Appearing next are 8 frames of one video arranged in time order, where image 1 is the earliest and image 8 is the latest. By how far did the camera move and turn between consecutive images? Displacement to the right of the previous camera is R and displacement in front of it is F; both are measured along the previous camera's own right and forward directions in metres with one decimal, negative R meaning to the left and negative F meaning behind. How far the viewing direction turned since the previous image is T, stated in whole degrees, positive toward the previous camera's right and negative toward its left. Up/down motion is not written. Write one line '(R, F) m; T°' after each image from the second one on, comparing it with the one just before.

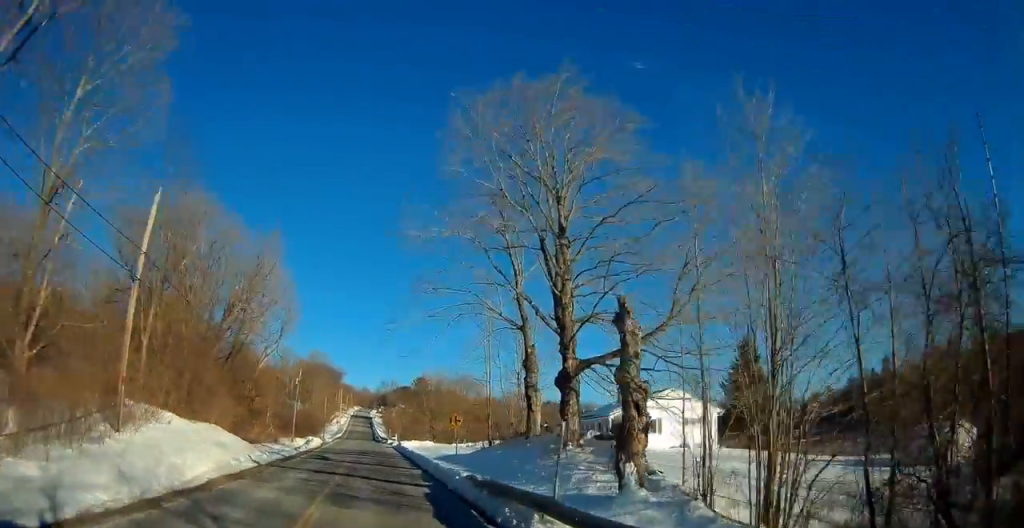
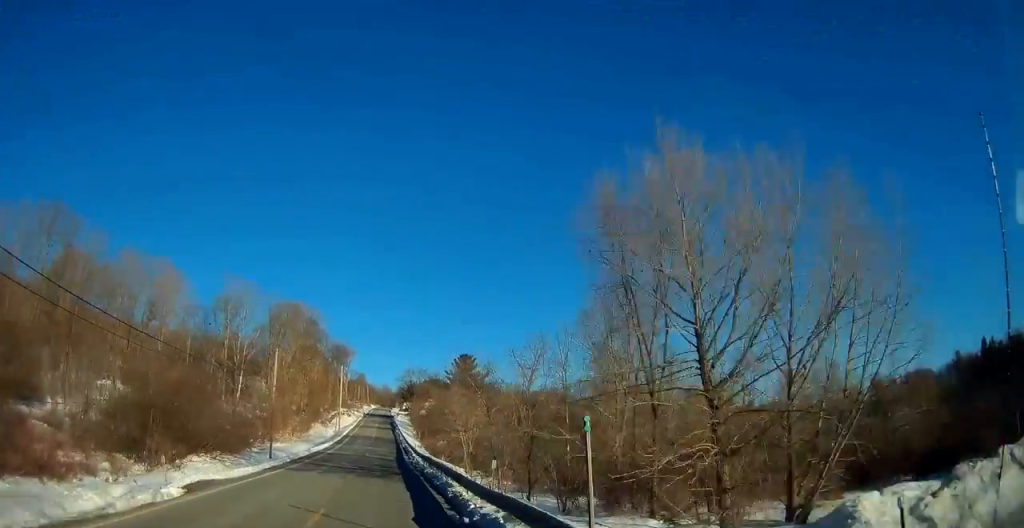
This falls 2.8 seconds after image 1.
(-1.5, +69.2) m; -4°
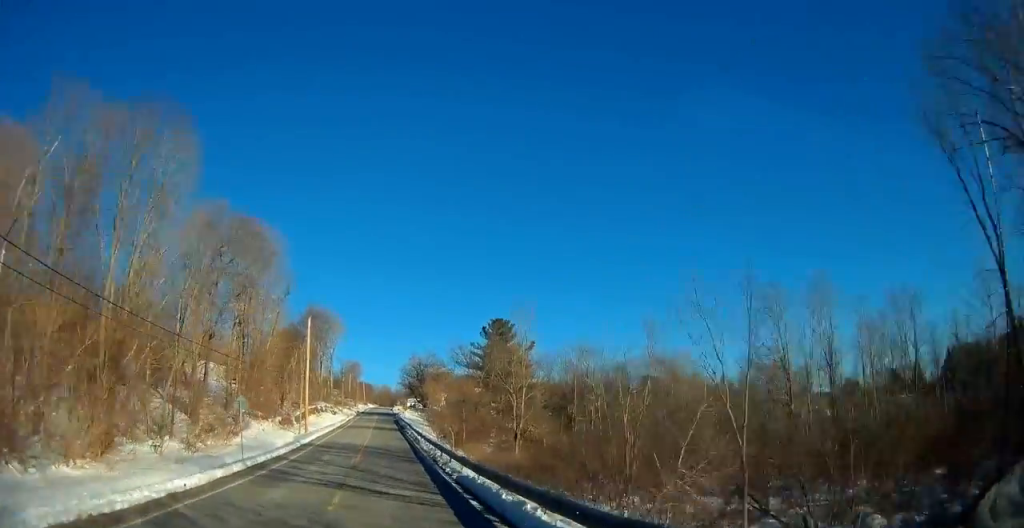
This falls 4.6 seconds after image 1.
(-0.4, +45.0) m; -1°
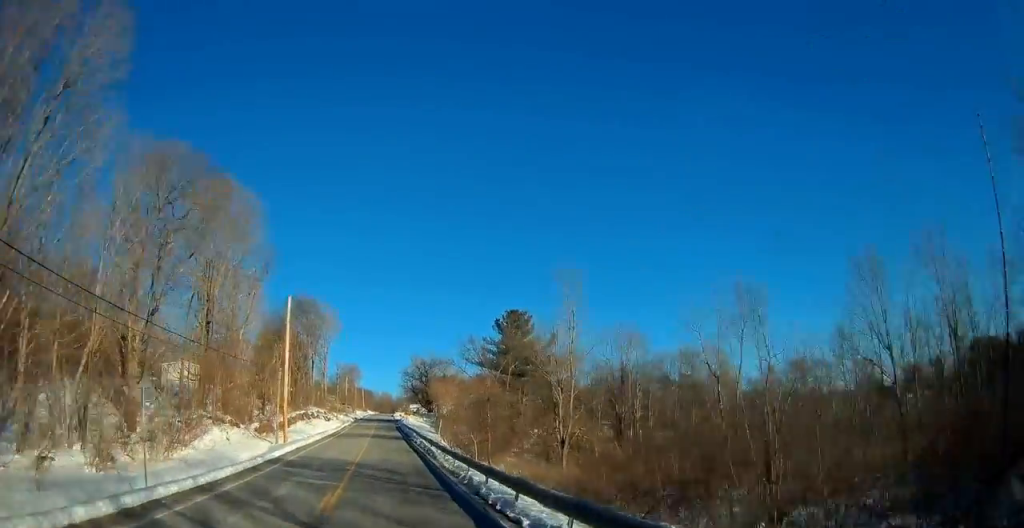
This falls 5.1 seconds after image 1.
(0.0, +12.5) m; 0°
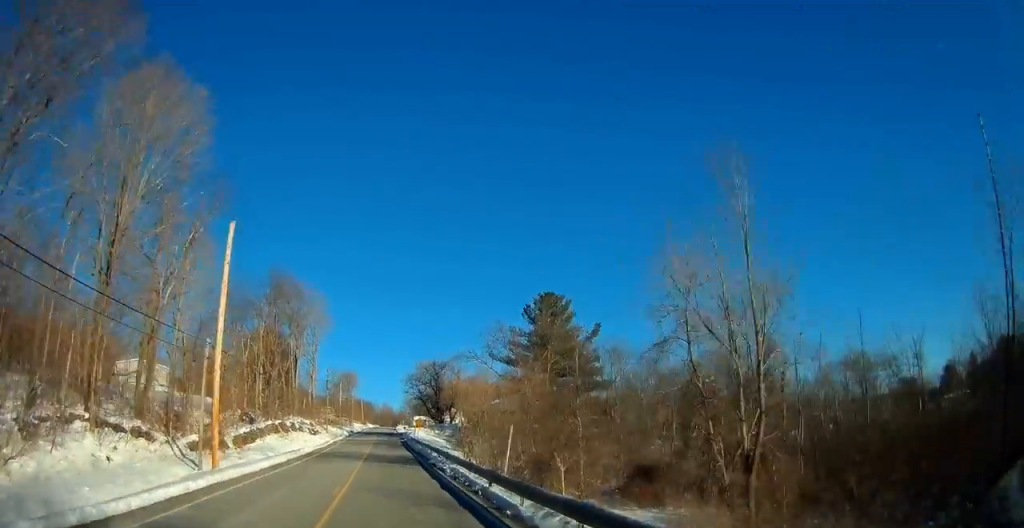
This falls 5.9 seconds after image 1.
(0.0, +19.2) m; 0°
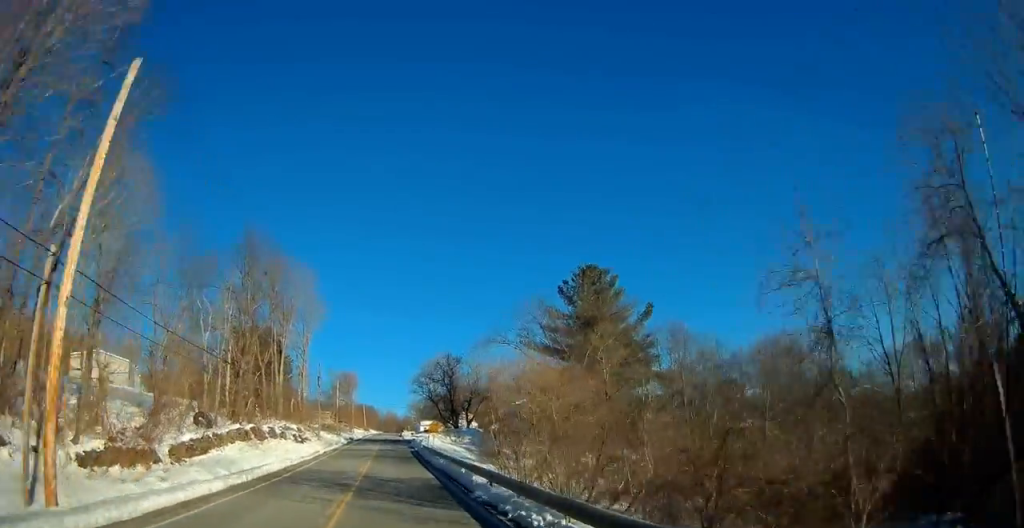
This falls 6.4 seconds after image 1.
(0.0, +14.1) m; 0°
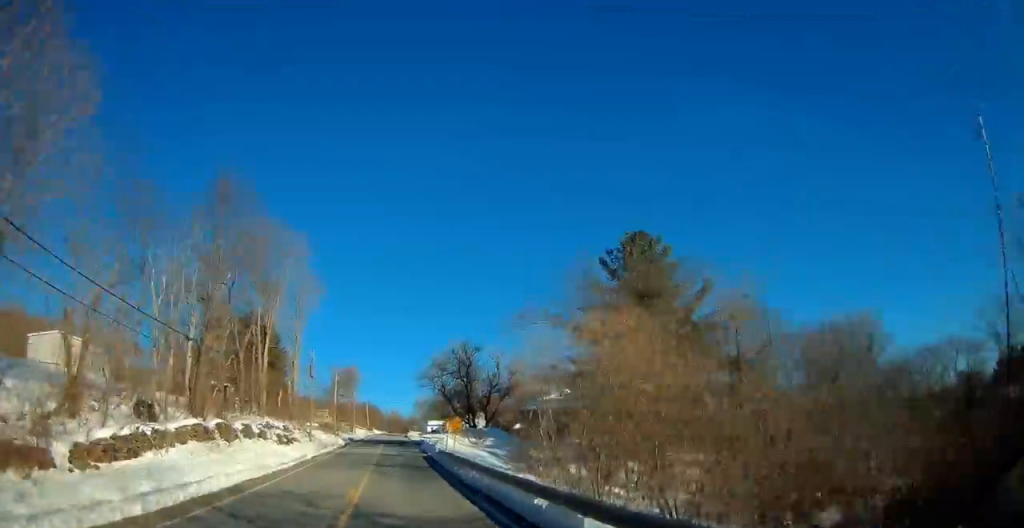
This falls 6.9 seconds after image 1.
(0.0, +10.7) m; 0°
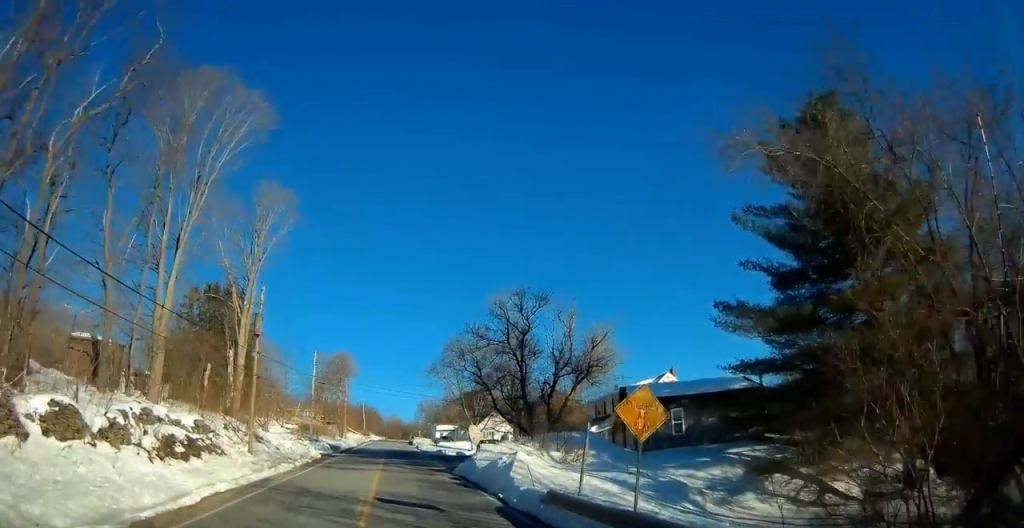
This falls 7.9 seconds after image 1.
(0.0, +24.3) m; +1°
